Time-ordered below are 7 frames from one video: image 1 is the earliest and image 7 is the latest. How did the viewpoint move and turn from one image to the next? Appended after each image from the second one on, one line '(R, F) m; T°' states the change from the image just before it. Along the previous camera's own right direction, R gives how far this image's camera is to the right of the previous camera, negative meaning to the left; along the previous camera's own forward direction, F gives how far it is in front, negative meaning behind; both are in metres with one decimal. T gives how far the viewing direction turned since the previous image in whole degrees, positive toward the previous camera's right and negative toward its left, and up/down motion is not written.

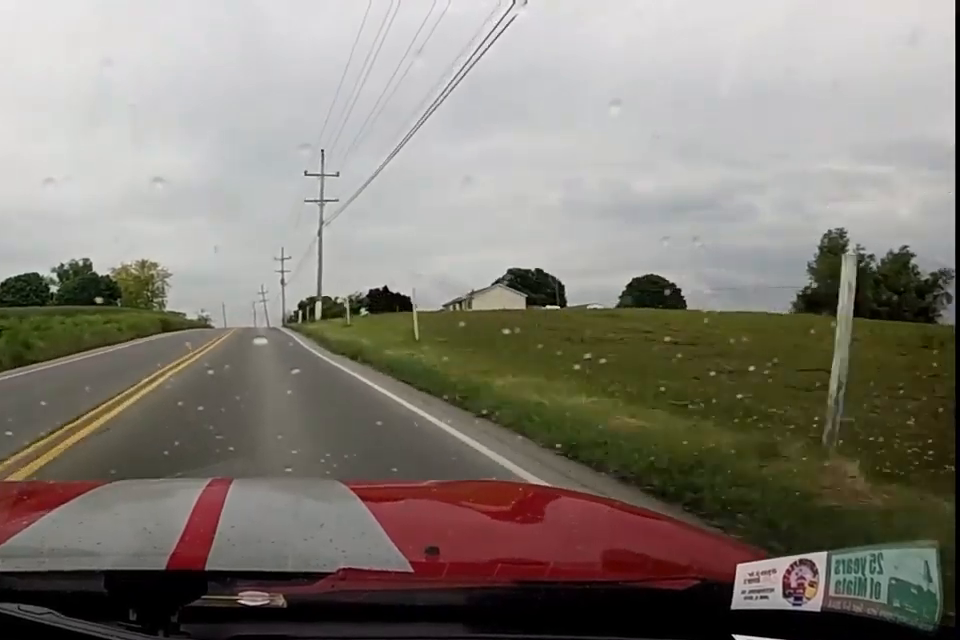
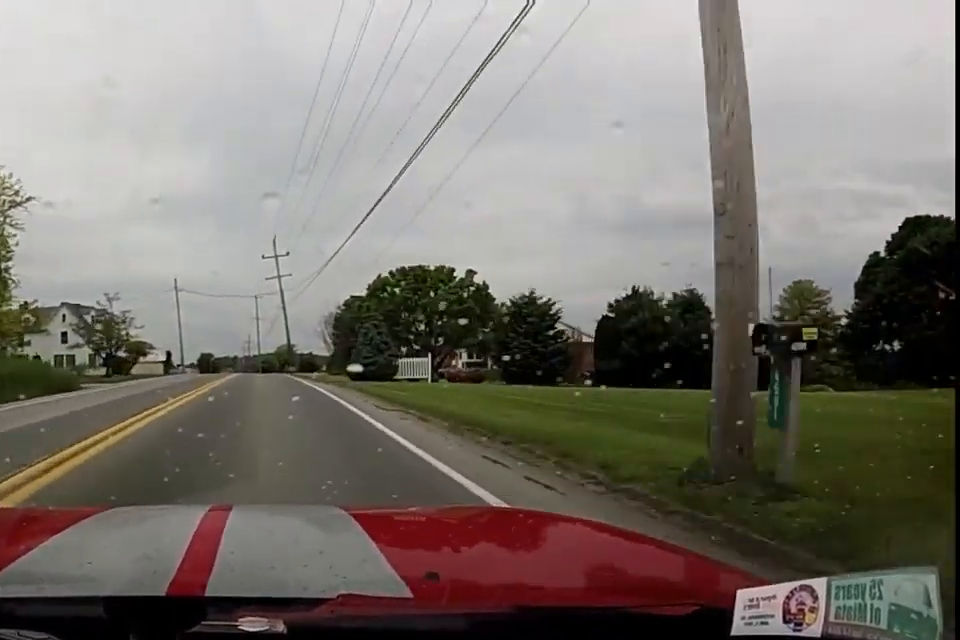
(+0.8, +85.3) m; -2°
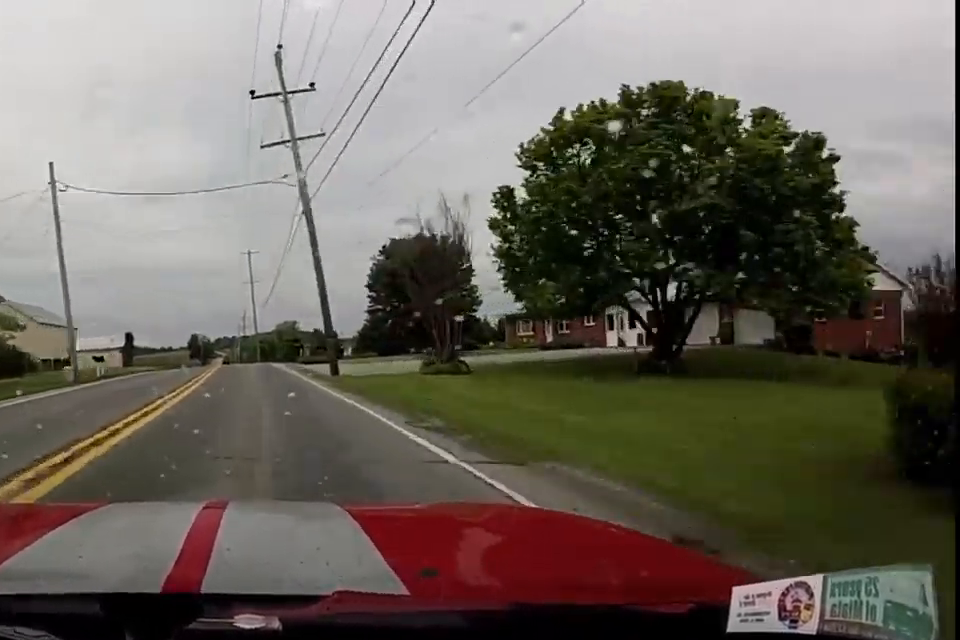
(+0.3, +32.7) m; -1°
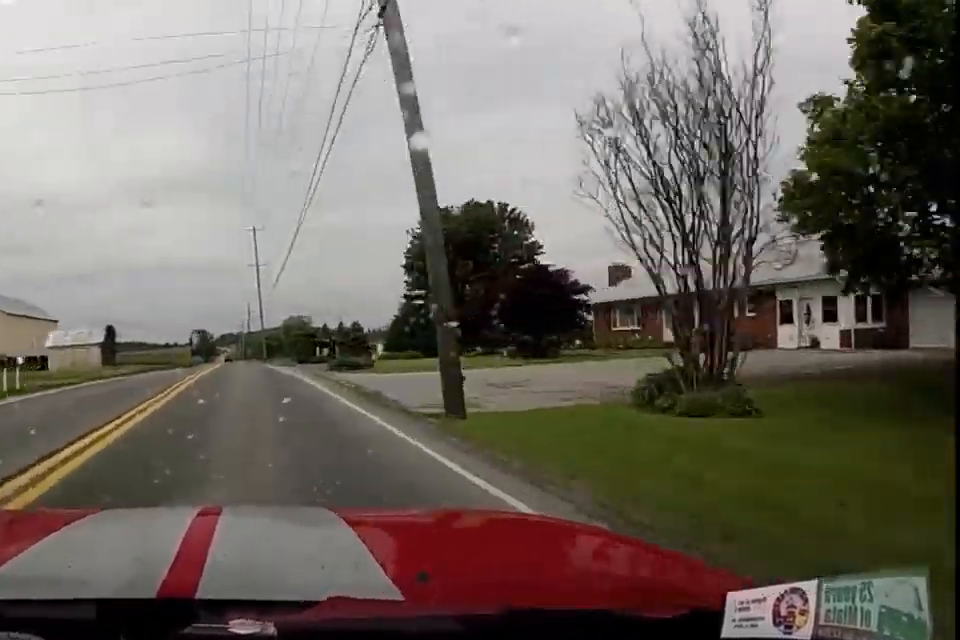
(-0.4, +13.3) m; -2°
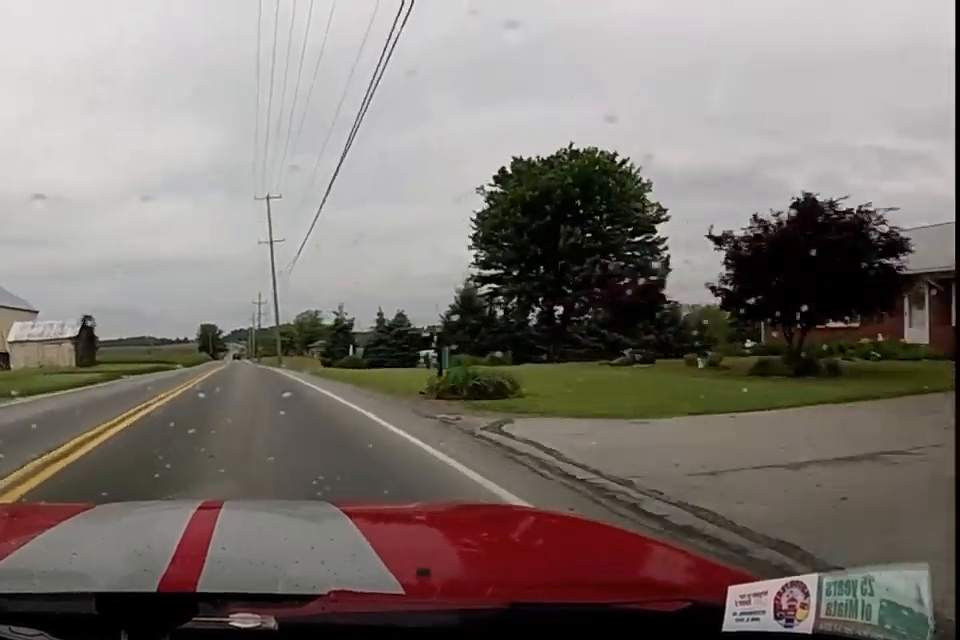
(-0.1, +13.3) m; -2°
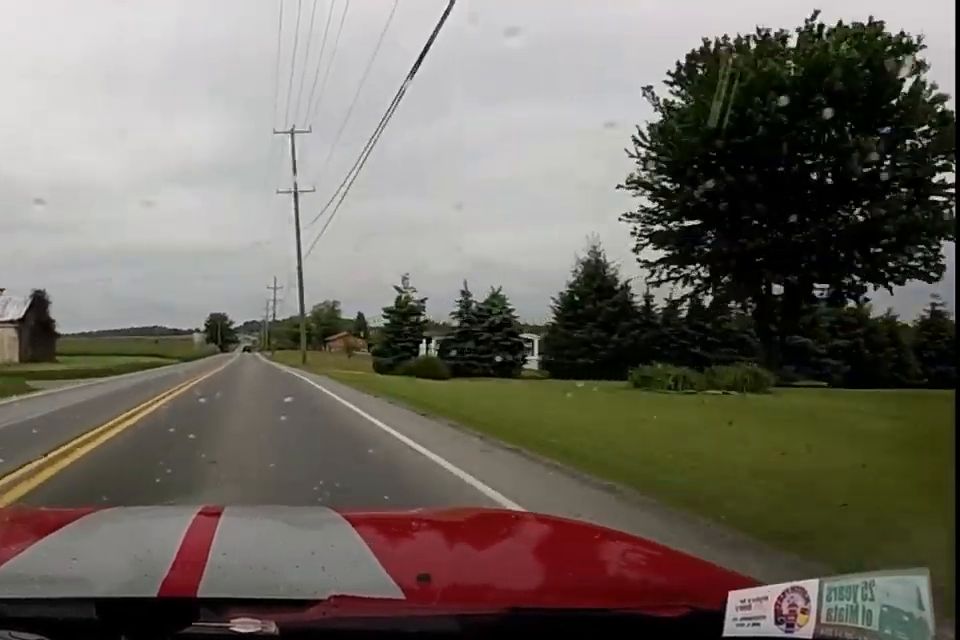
(-0.4, +14.9) m; +1°
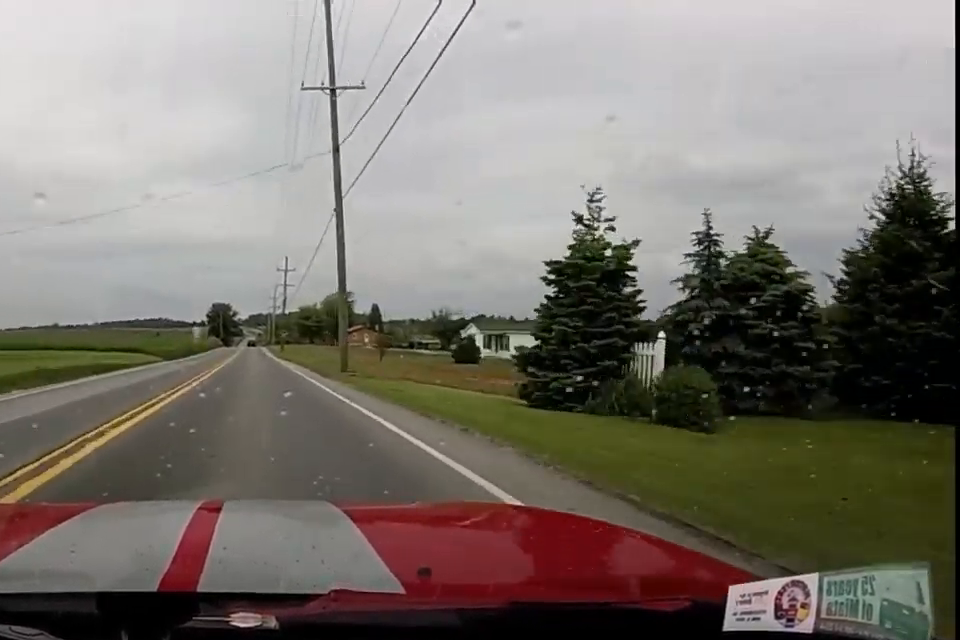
(-0.4, +14.8) m; +1°
